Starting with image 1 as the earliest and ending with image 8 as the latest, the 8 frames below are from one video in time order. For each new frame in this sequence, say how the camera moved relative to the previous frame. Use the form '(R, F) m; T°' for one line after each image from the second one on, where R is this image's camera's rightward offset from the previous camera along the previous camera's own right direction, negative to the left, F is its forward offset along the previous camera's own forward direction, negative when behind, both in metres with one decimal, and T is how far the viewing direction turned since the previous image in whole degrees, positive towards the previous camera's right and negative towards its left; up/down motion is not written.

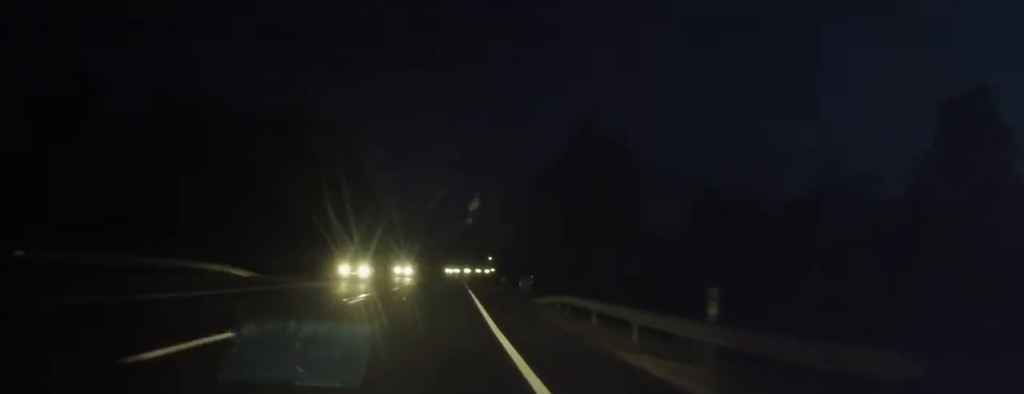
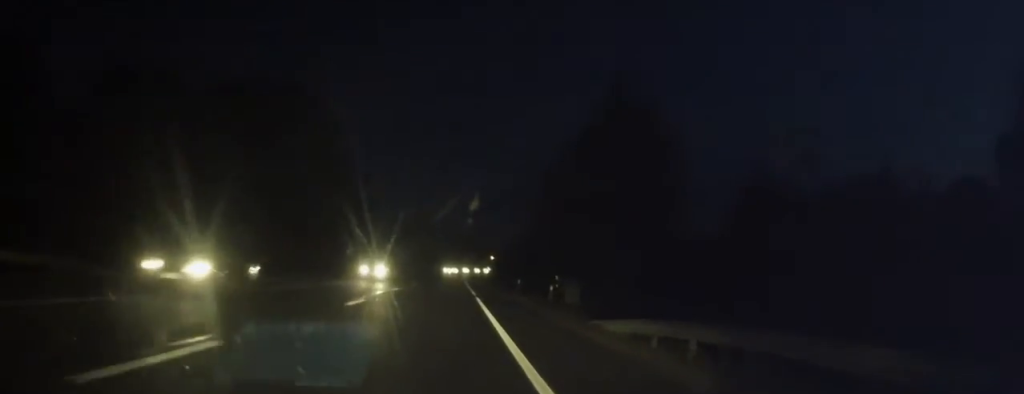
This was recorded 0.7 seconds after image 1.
(-0.2, +13.1) m; -1°
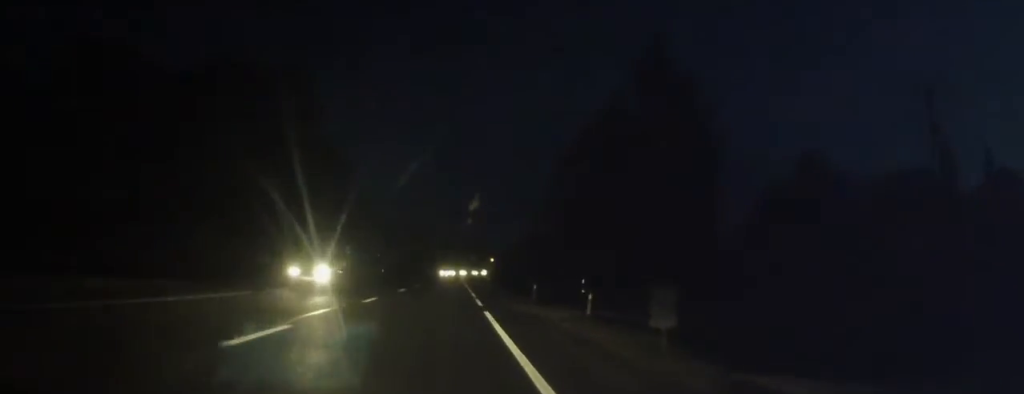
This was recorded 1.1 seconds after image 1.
(-0.1, +9.1) m; 0°
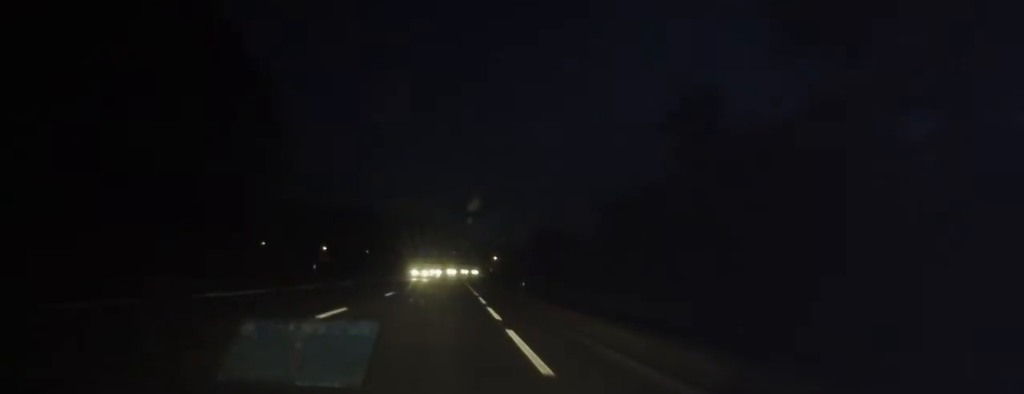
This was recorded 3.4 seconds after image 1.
(+0.7, +43.5) m; +1°
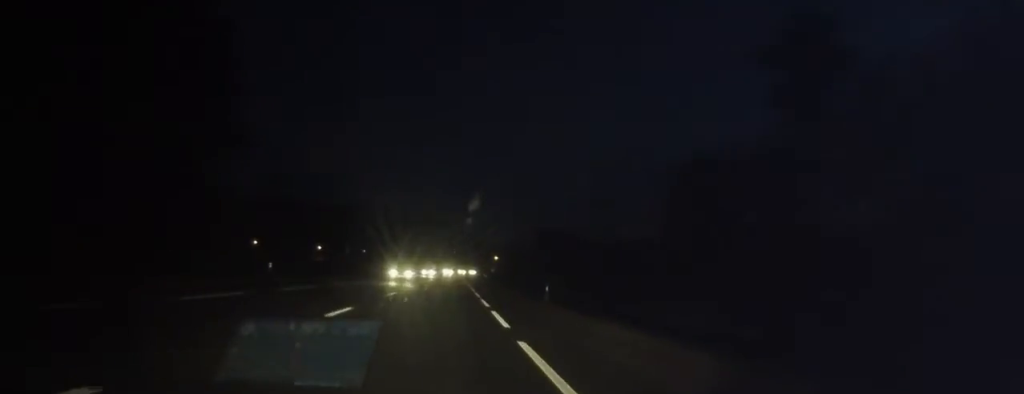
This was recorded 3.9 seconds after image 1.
(-0.2, +11.1) m; 0°
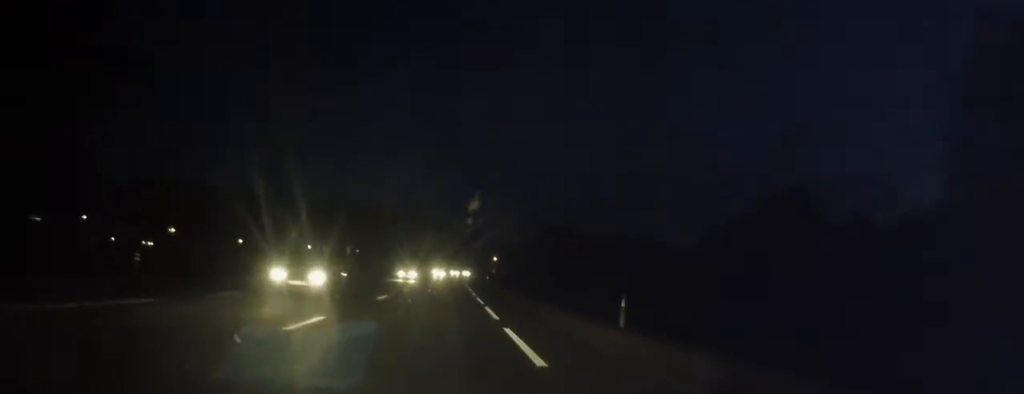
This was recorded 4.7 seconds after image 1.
(+0.2, +15.1) m; 0°
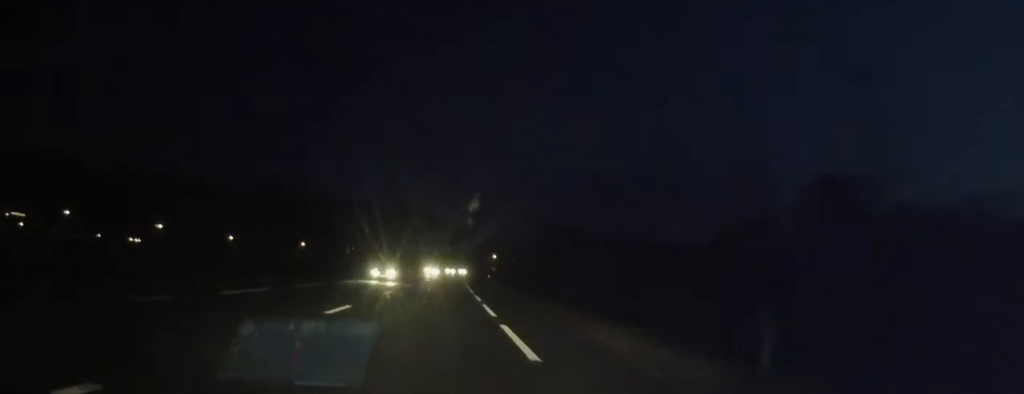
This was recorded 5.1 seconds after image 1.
(+0.1, +8.6) m; 0°
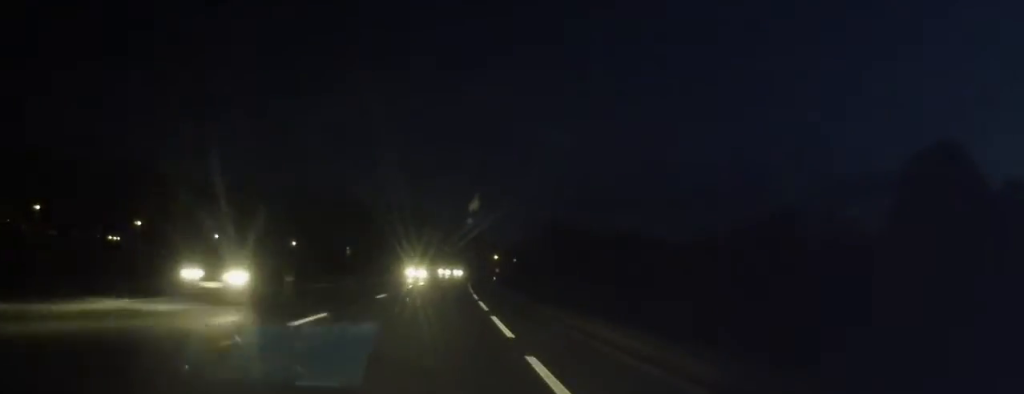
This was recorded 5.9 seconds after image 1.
(-0.3, +14.6) m; 0°
